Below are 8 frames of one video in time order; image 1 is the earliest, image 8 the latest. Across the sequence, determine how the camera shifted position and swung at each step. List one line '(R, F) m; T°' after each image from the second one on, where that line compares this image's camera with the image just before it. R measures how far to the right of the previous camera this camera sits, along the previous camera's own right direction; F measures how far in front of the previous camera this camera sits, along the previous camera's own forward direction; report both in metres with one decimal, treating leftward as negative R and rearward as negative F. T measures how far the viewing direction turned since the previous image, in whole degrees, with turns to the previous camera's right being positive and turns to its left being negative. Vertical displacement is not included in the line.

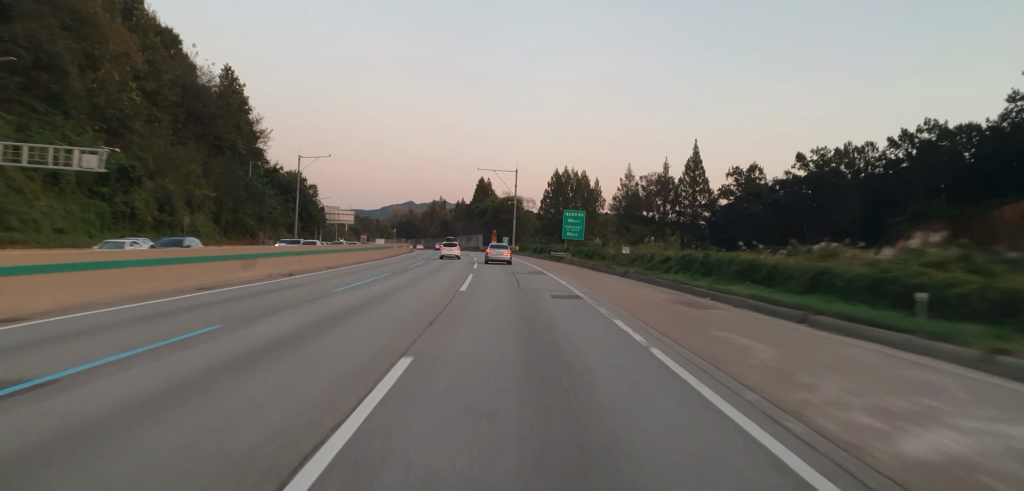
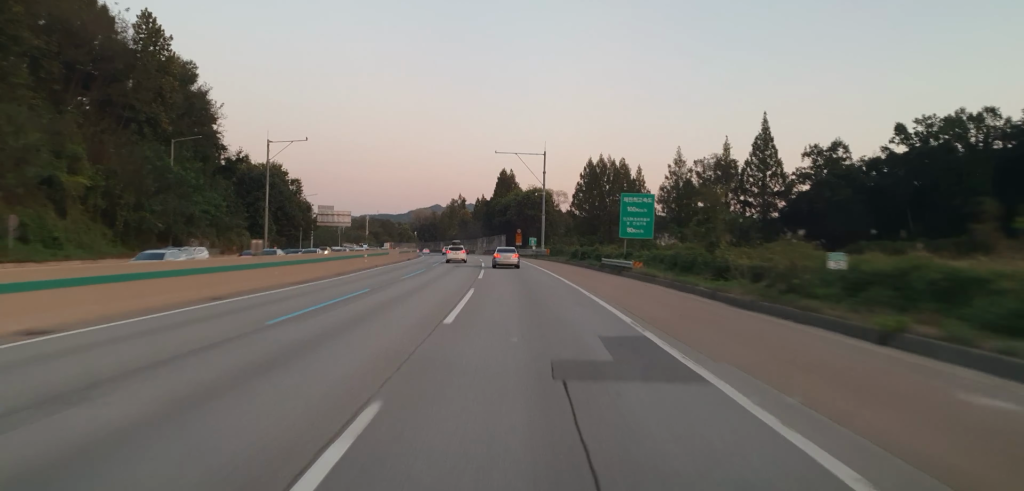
(-0.9, +30.1) m; -2°
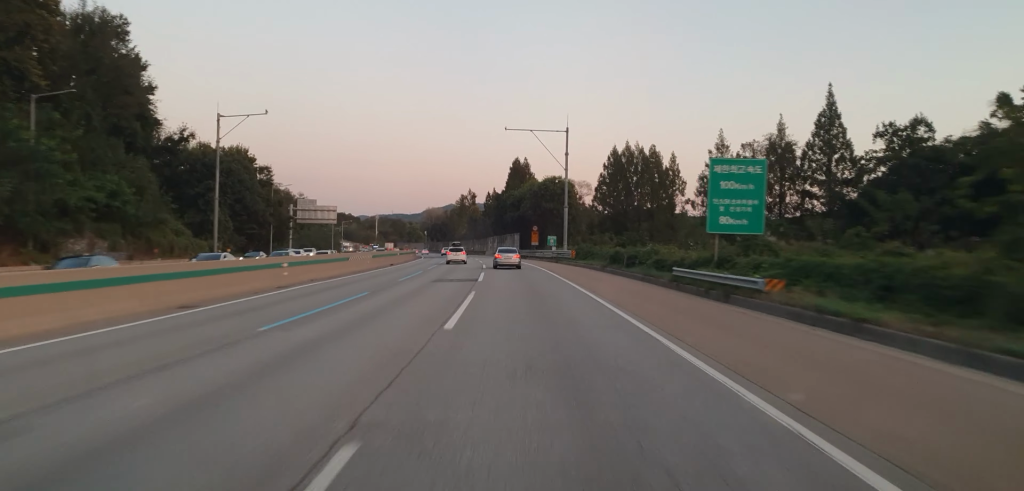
(-0.2, +22.8) m; -1°
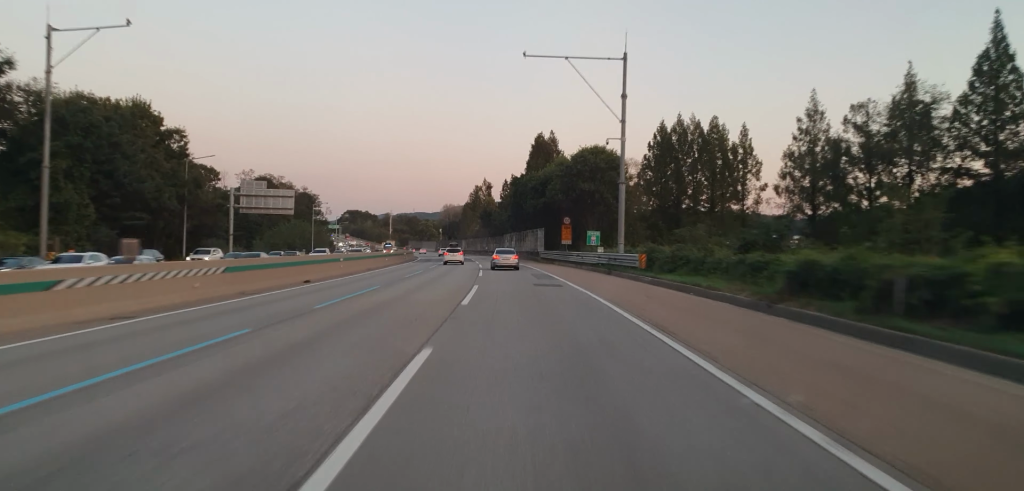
(-0.5, +34.5) m; -2°
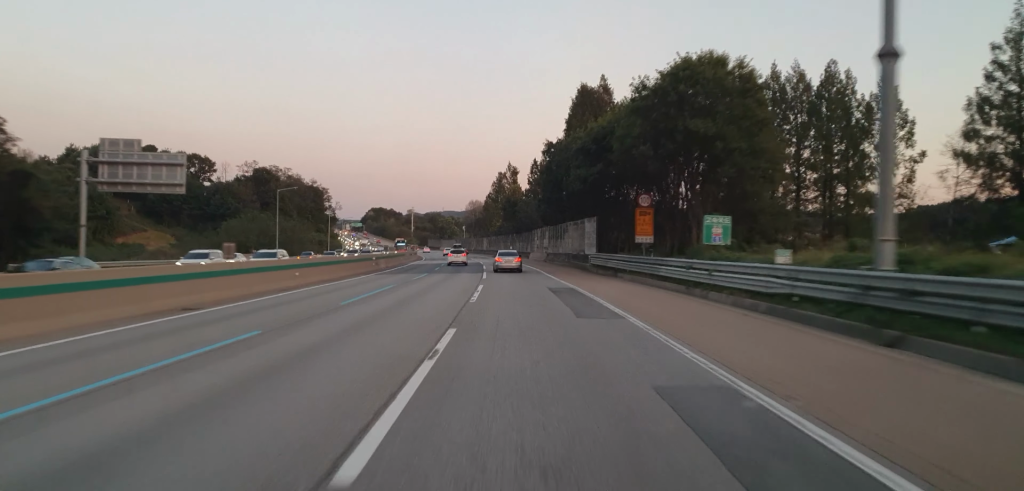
(-0.5, +37.0) m; -1°
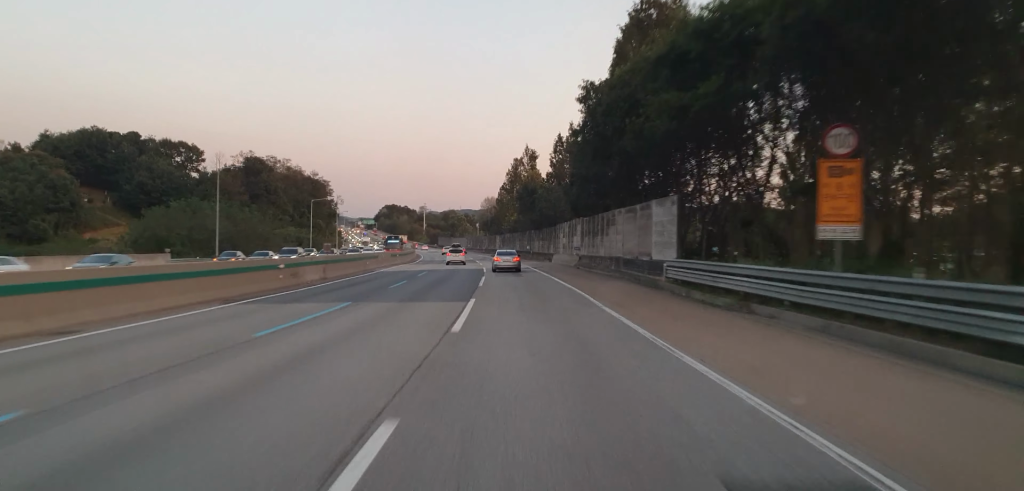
(-0.3, +26.9) m; -1°
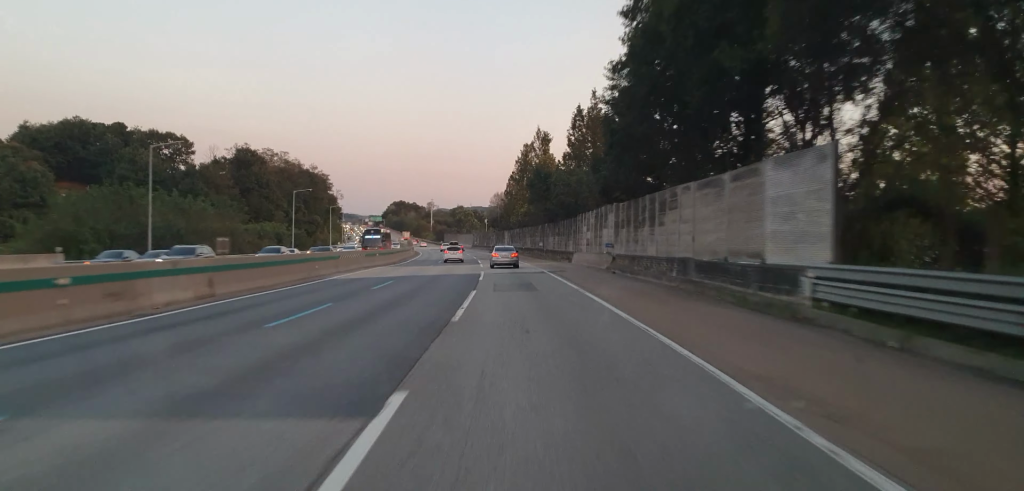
(0.0, +17.0) m; 0°
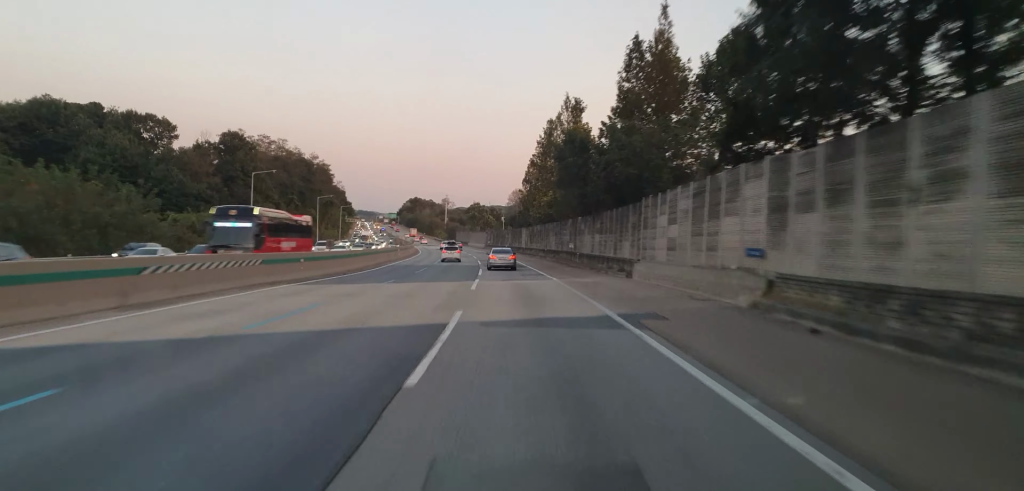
(-0.2, +26.9) m; -1°
